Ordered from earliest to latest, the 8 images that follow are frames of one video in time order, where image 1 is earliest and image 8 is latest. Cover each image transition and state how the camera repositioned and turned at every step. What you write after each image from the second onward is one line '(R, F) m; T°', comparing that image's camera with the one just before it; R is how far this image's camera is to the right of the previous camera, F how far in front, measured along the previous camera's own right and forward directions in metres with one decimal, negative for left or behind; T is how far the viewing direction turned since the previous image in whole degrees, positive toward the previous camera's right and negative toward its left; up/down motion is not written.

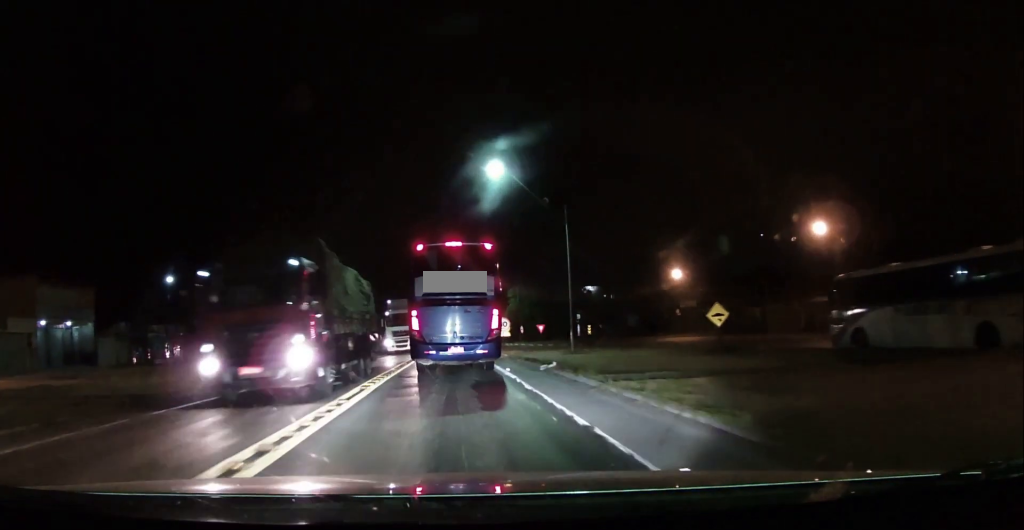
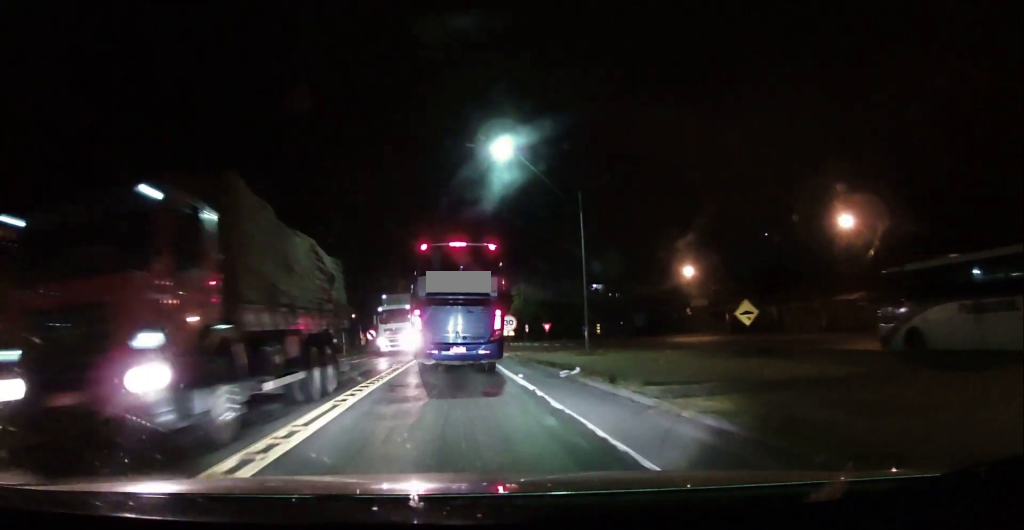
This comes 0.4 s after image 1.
(0.0, +3.3) m; 0°
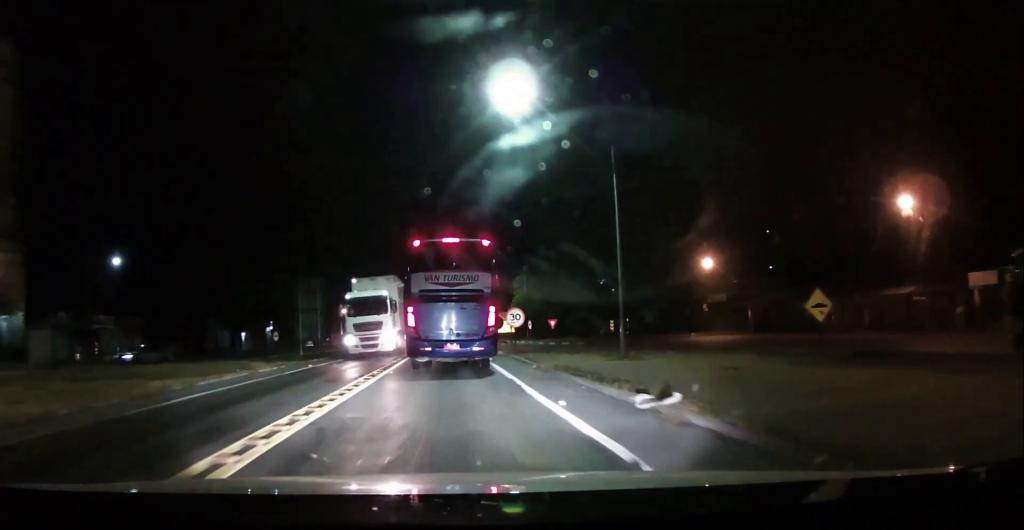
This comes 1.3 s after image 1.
(0.0, +7.1) m; 0°
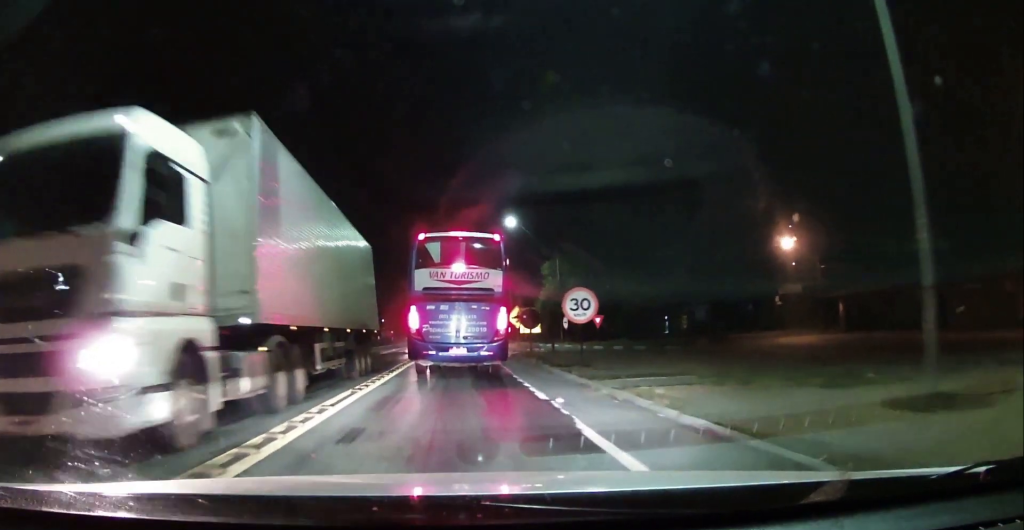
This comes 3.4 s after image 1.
(+0.5, +16.2) m; 0°
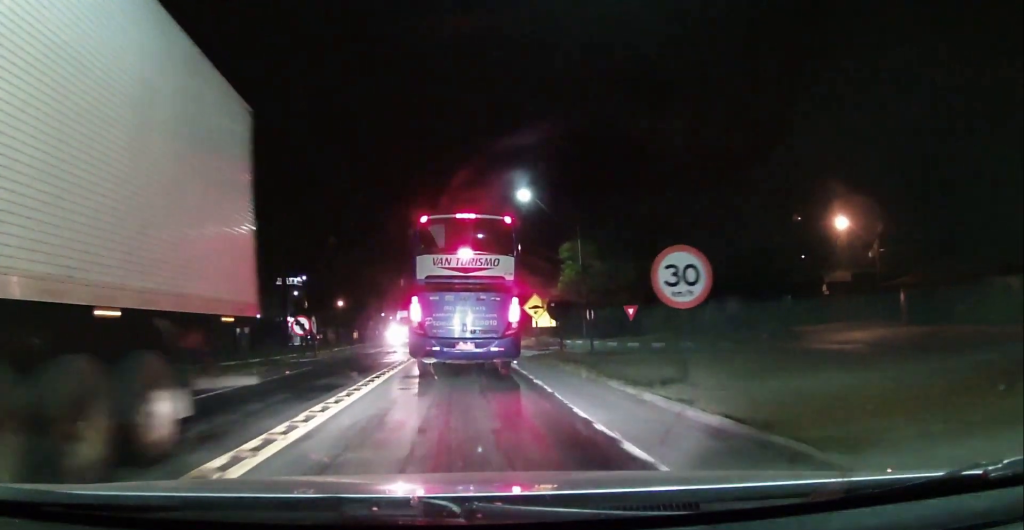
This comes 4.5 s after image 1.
(-0.4, +8.8) m; 0°
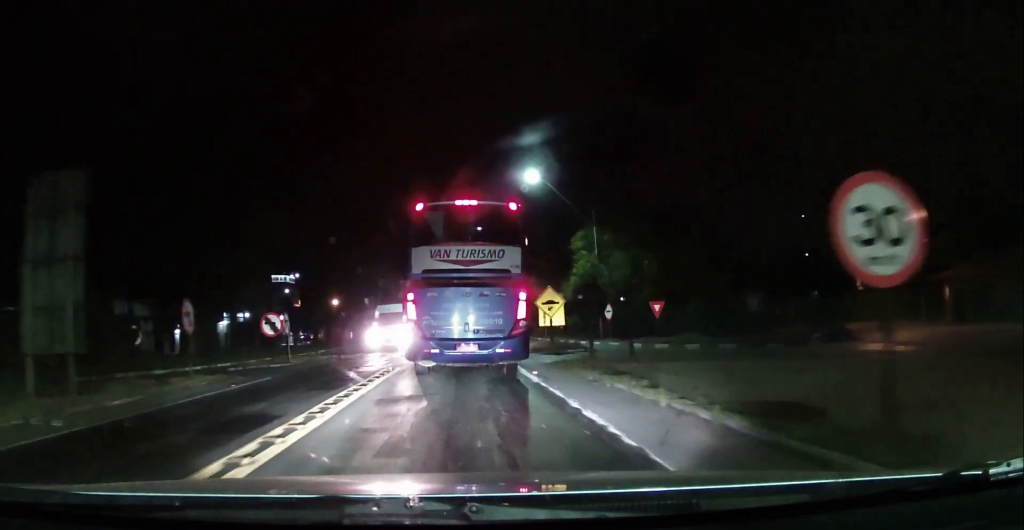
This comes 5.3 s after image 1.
(+0.4, +5.6) m; -2°
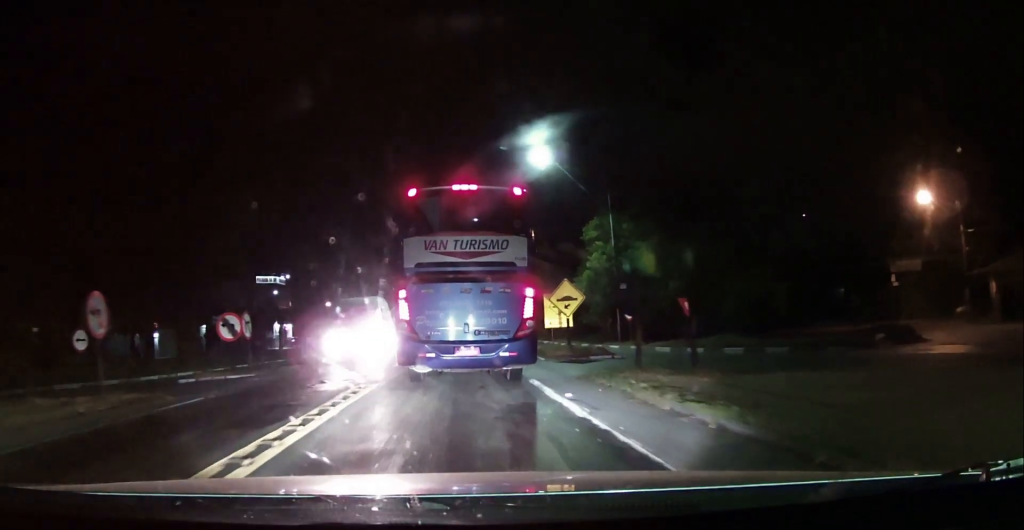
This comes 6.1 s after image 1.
(-0.5, +5.2) m; -1°
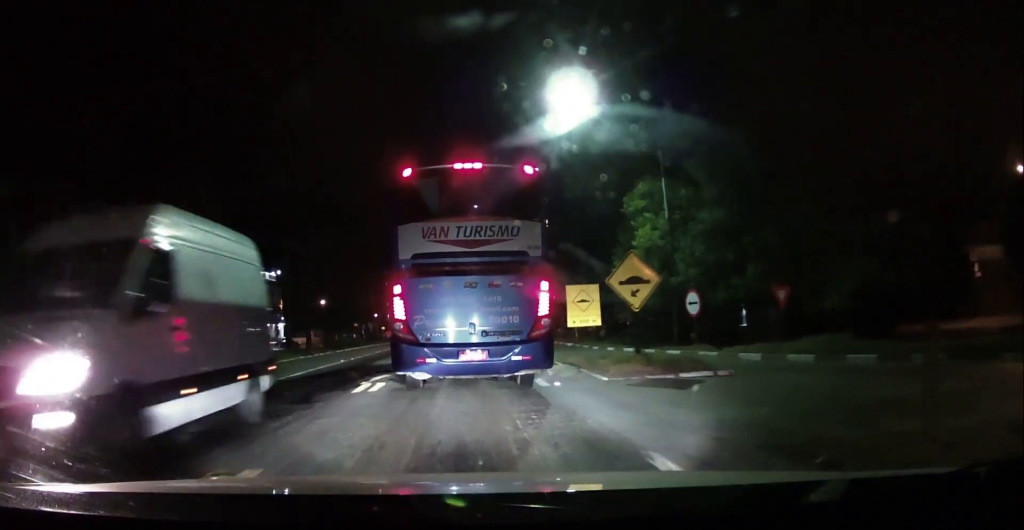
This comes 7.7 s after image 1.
(+0.4, +9.4) m; +1°
